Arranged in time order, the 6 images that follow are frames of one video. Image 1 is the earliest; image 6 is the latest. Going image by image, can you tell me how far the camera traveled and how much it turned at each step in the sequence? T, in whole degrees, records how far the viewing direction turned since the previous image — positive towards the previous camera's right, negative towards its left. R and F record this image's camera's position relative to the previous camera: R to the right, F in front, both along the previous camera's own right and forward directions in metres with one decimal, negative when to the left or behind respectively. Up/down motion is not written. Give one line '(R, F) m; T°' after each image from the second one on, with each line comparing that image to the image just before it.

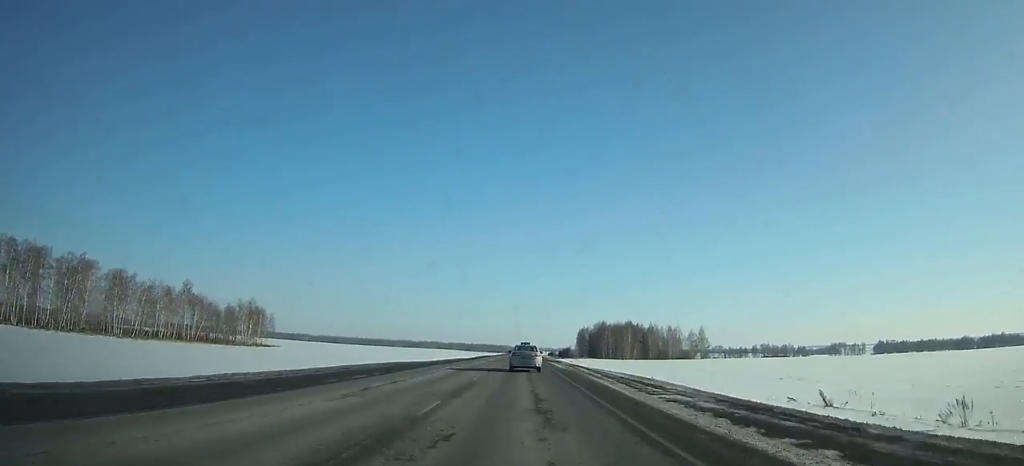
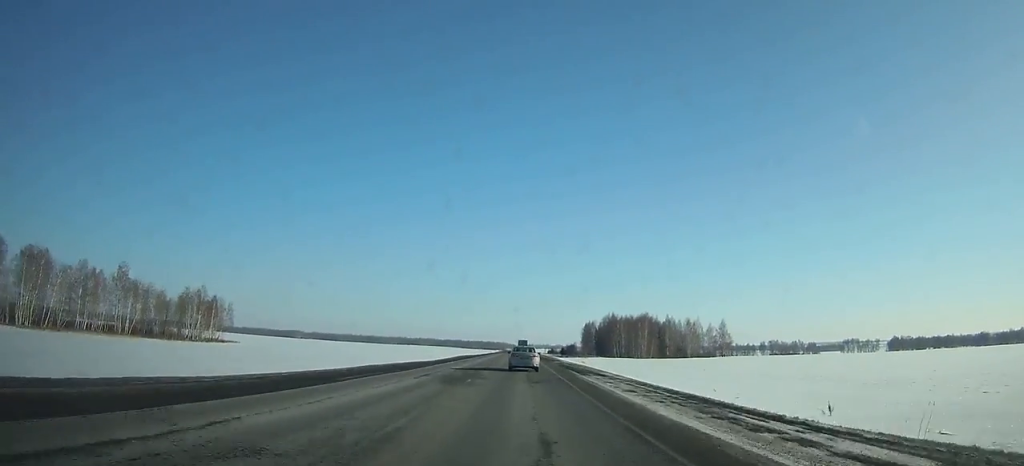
(+0.1, +38.1) m; 0°
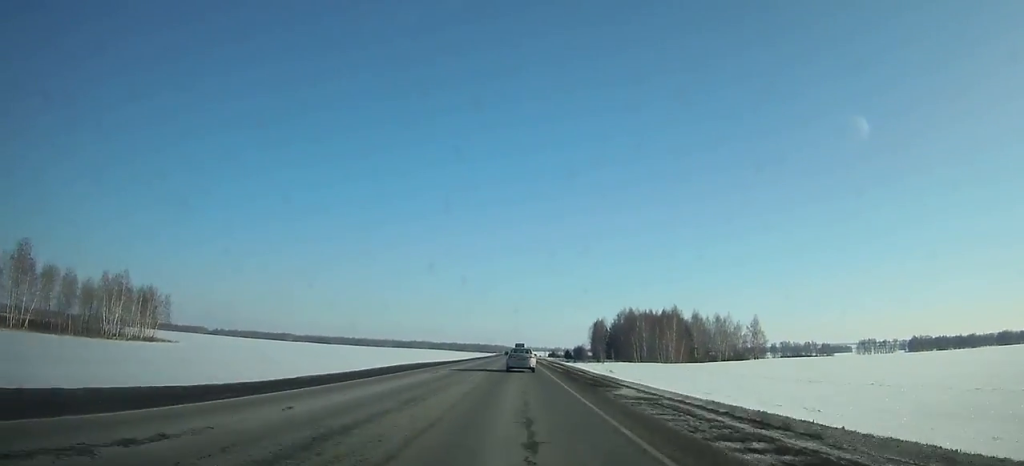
(+0.1, +42.9) m; 0°
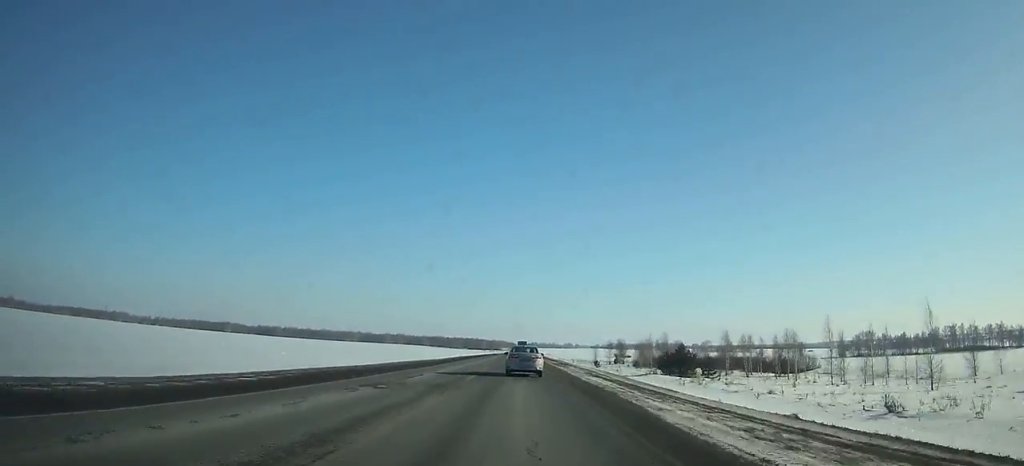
(-0.9, +320.8) m; 0°
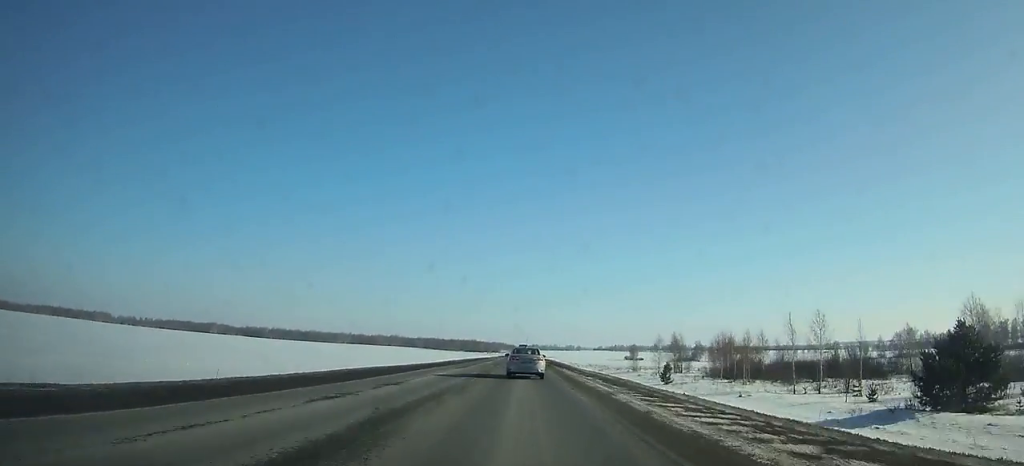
(-0.1, +59.9) m; 0°
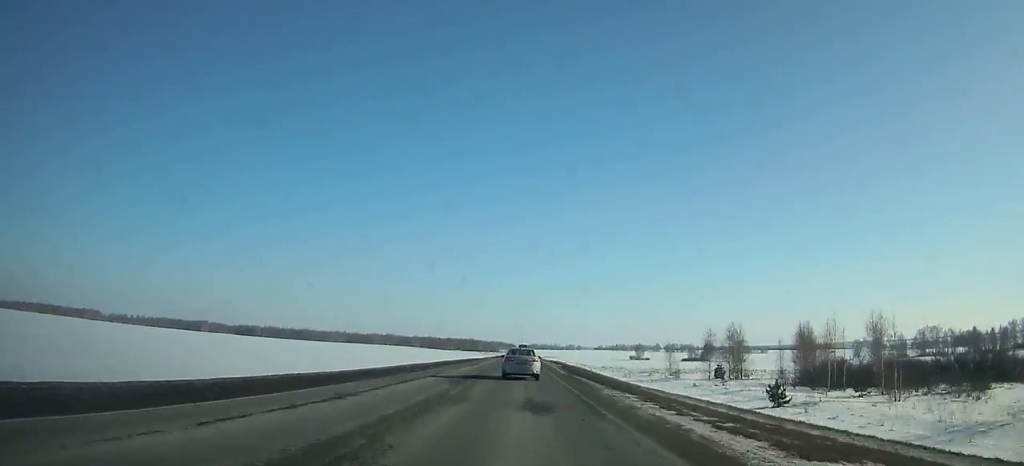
(-0.1, +30.9) m; 0°
